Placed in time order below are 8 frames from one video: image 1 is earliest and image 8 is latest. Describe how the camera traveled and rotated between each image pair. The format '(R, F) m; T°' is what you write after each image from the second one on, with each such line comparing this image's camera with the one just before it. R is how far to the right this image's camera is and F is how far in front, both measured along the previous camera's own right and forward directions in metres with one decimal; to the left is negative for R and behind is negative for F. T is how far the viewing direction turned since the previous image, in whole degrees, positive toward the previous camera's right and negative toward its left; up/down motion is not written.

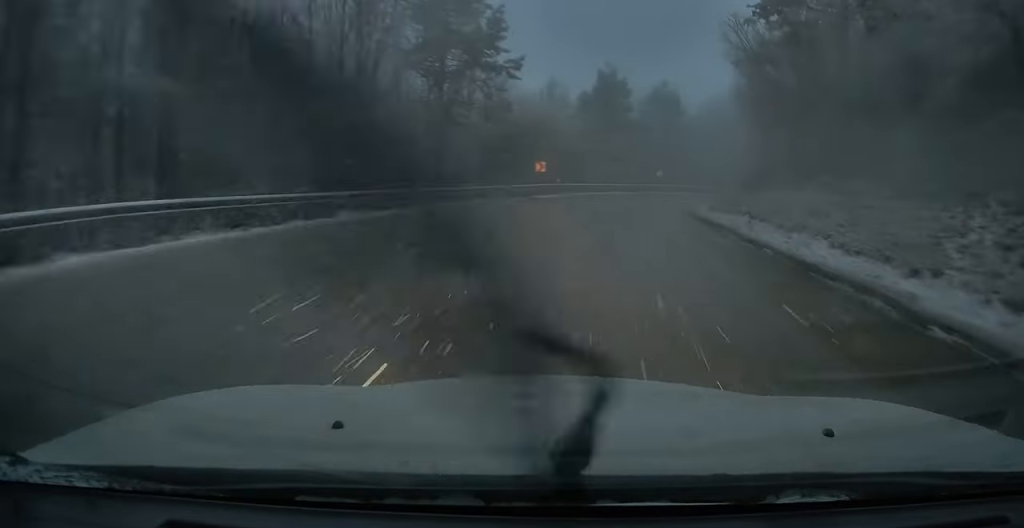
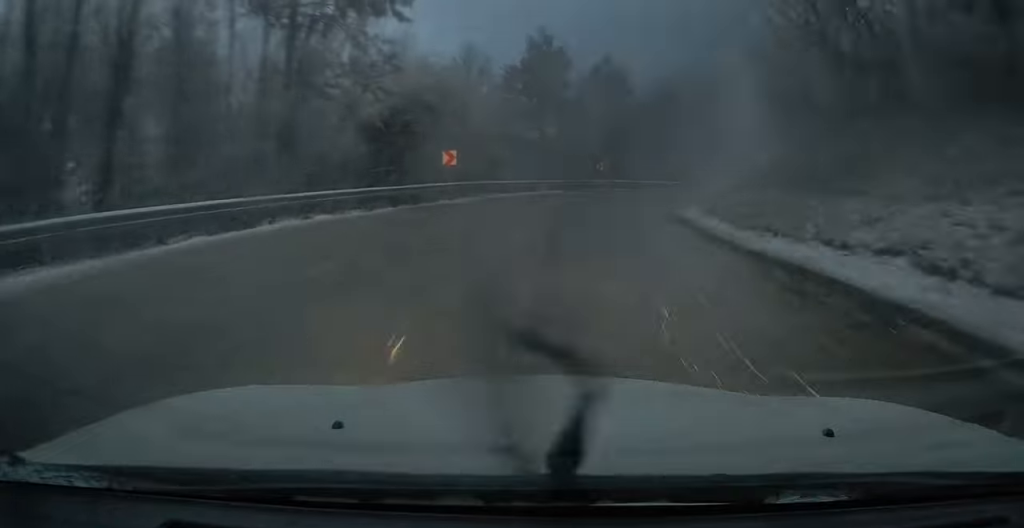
(+0.5, +10.8) m; +7°
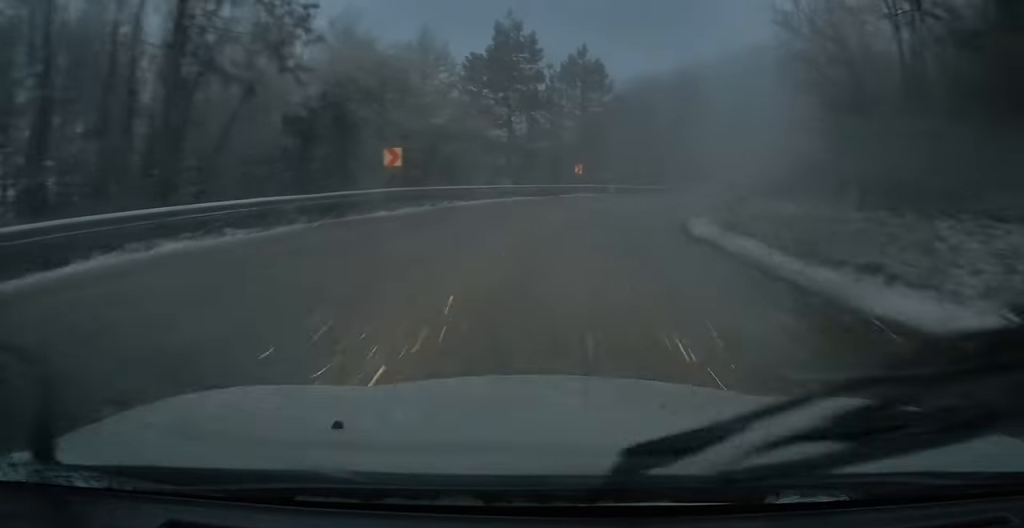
(+0.2, +6.2) m; +3°
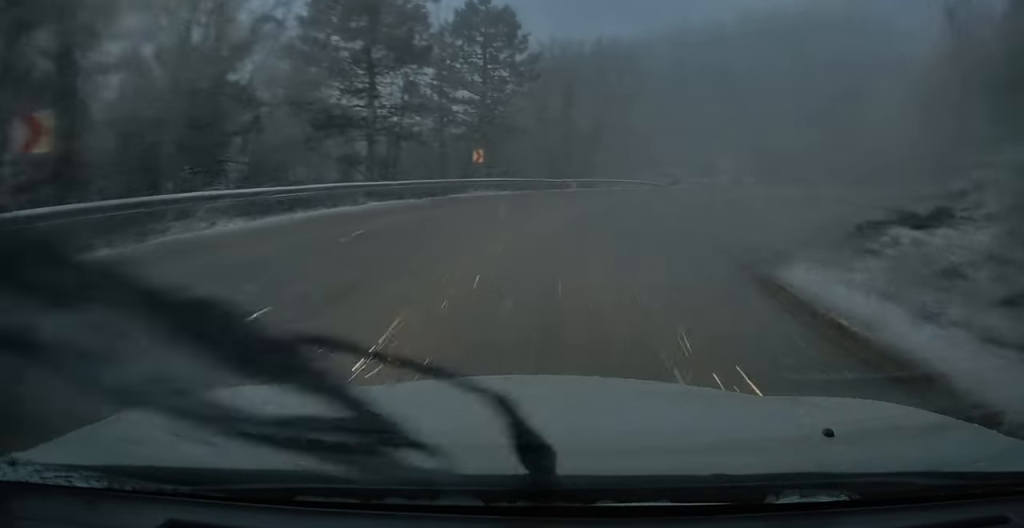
(+1.2, +16.3) m; +8°
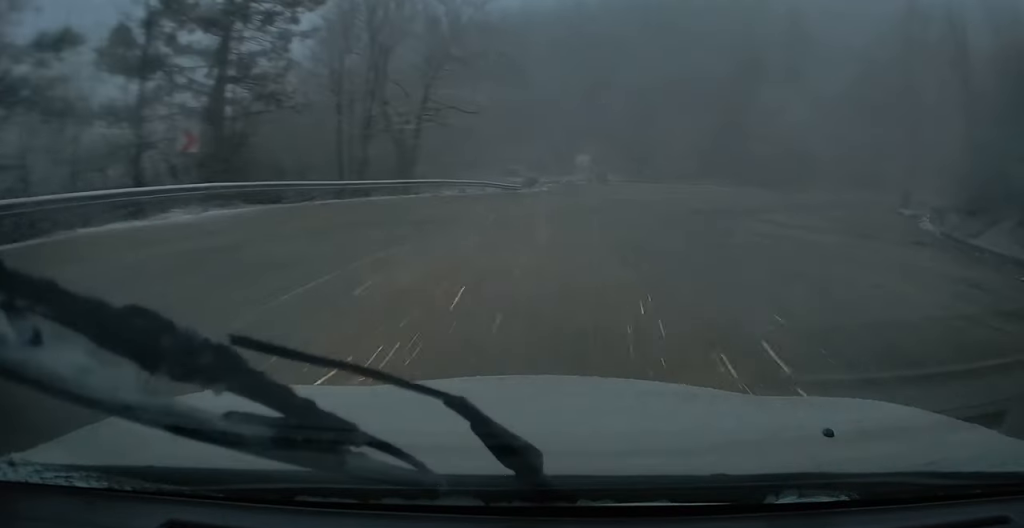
(+1.5, +17.2) m; +12°
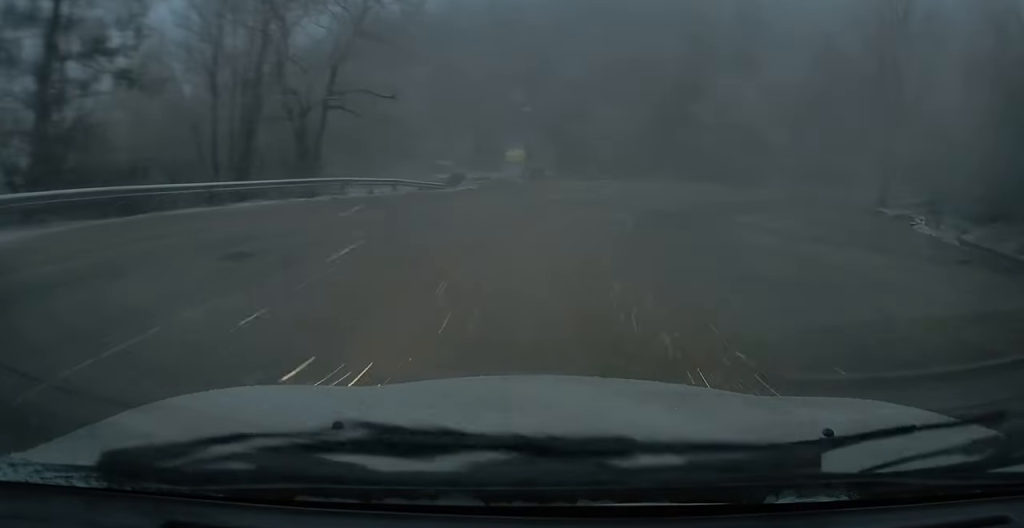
(+0.6, +6.1) m; +5°
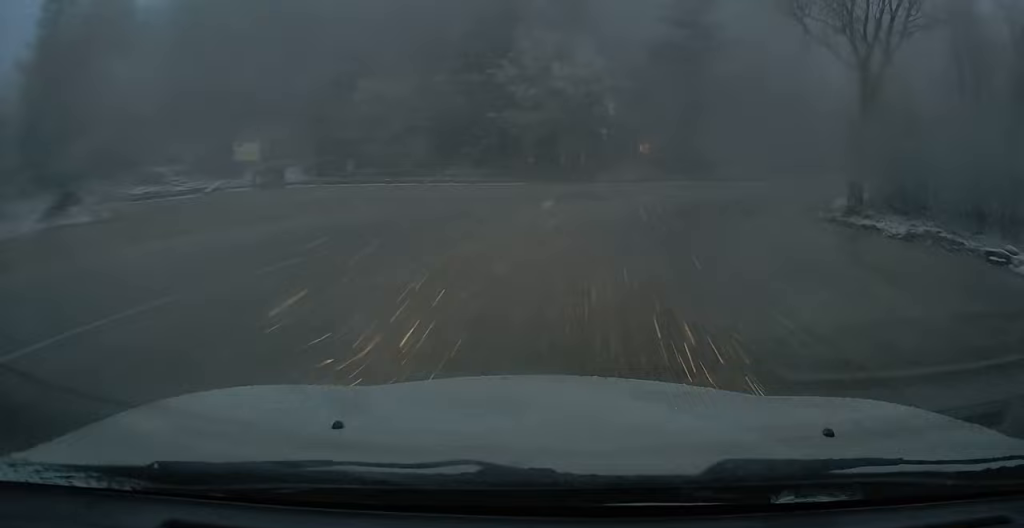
(+2.8, +20.7) m; +19°
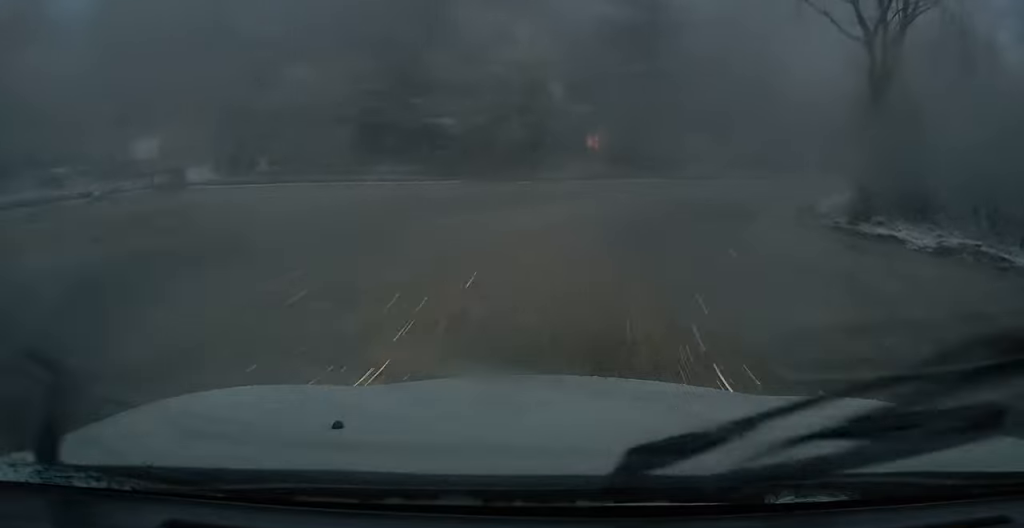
(+0.6, +5.5) m; +6°
